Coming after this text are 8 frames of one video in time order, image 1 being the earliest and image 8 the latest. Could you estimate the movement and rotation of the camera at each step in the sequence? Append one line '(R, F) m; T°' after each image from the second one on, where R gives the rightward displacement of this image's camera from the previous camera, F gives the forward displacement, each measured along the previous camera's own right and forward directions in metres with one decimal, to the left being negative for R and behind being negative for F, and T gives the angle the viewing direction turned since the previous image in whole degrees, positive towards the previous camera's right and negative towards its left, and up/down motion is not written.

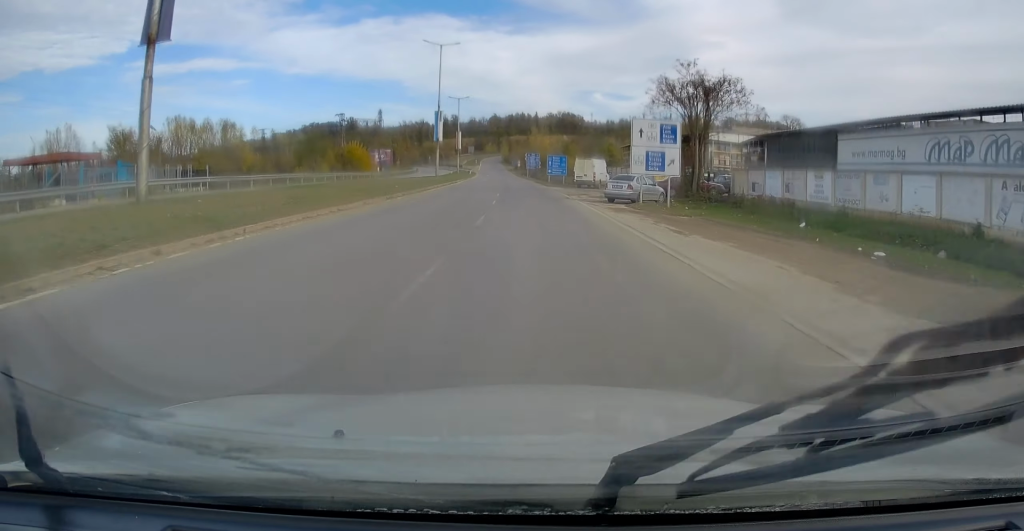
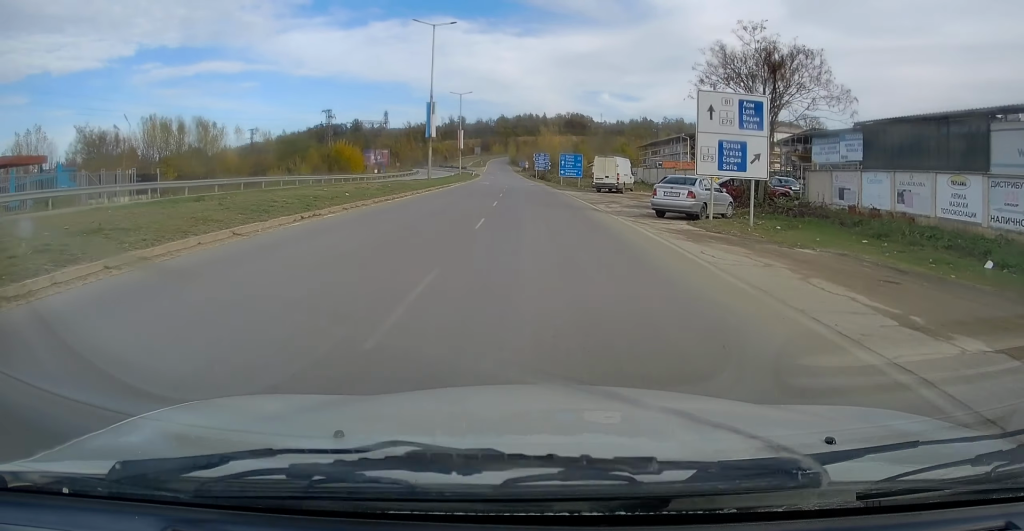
(0.0, +10.2) m; 0°
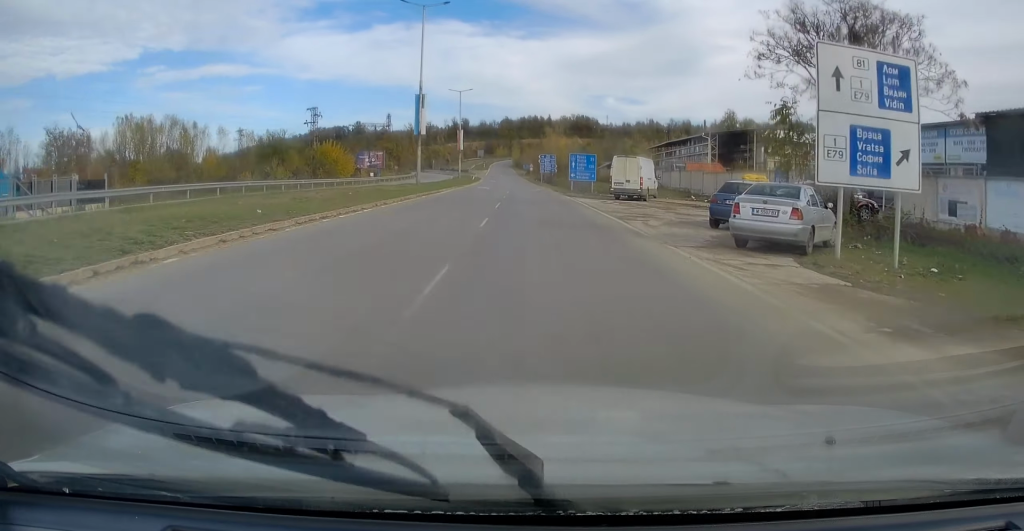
(0.0, +7.9) m; 0°
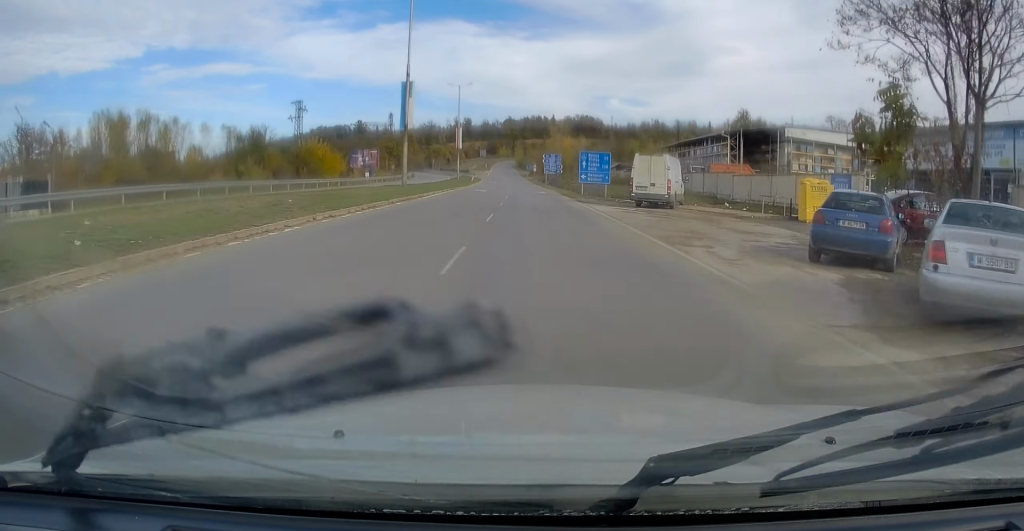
(0.0, +6.7) m; 0°
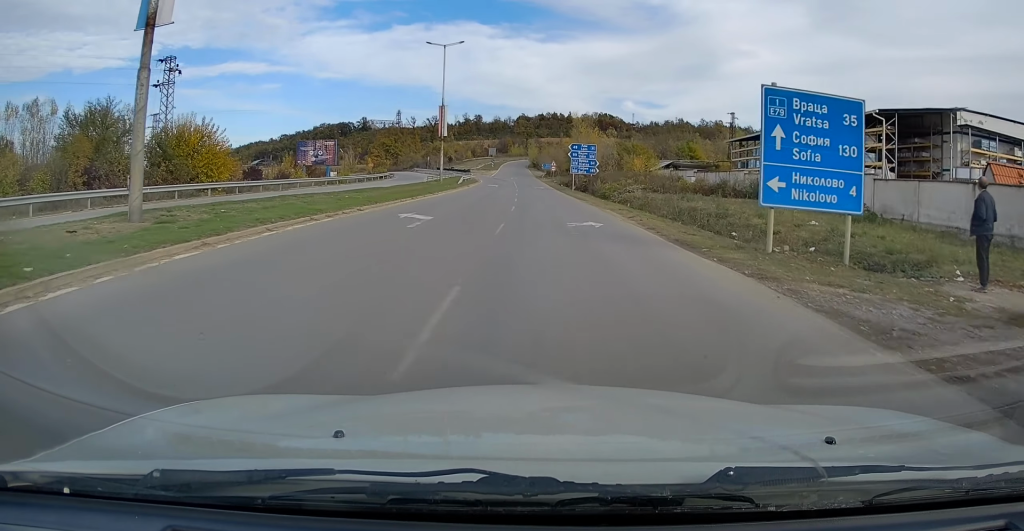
(-0.2, +31.0) m; -1°
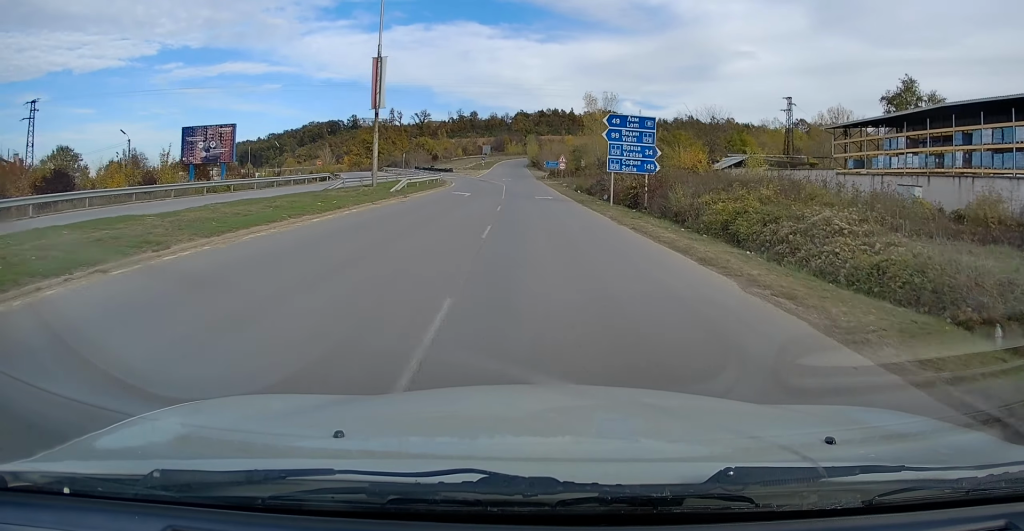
(+0.2, +27.5) m; +1°
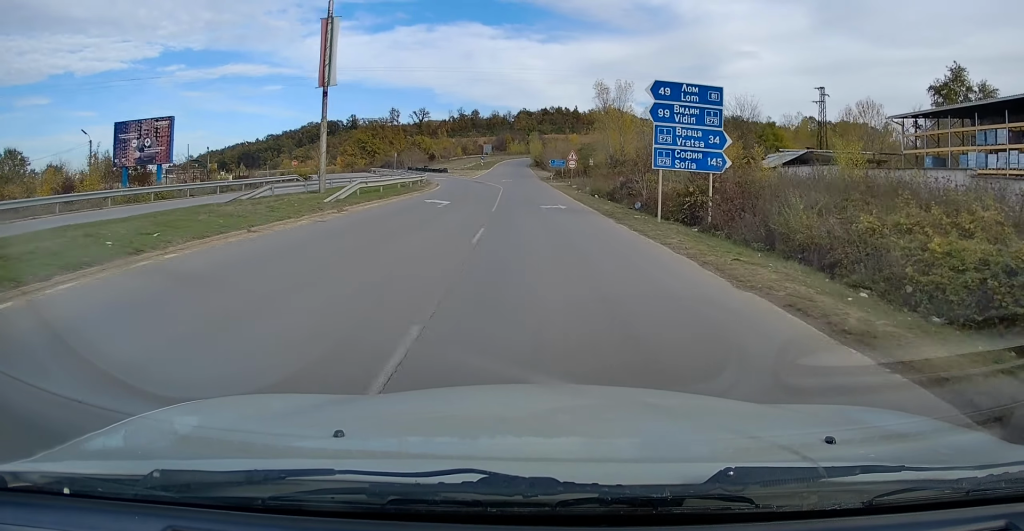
(-0.1, +10.1) m; 0°
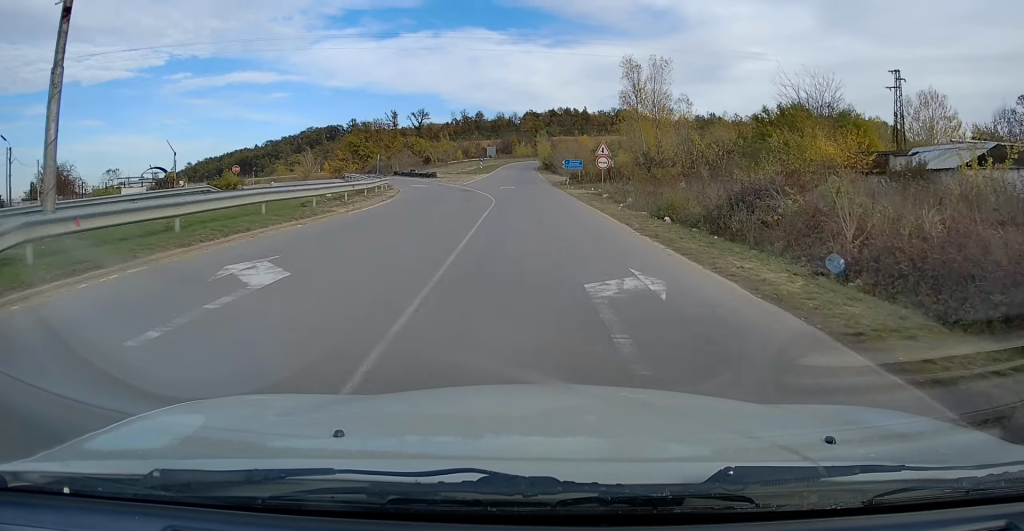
(-0.2, +17.3) m; -1°
